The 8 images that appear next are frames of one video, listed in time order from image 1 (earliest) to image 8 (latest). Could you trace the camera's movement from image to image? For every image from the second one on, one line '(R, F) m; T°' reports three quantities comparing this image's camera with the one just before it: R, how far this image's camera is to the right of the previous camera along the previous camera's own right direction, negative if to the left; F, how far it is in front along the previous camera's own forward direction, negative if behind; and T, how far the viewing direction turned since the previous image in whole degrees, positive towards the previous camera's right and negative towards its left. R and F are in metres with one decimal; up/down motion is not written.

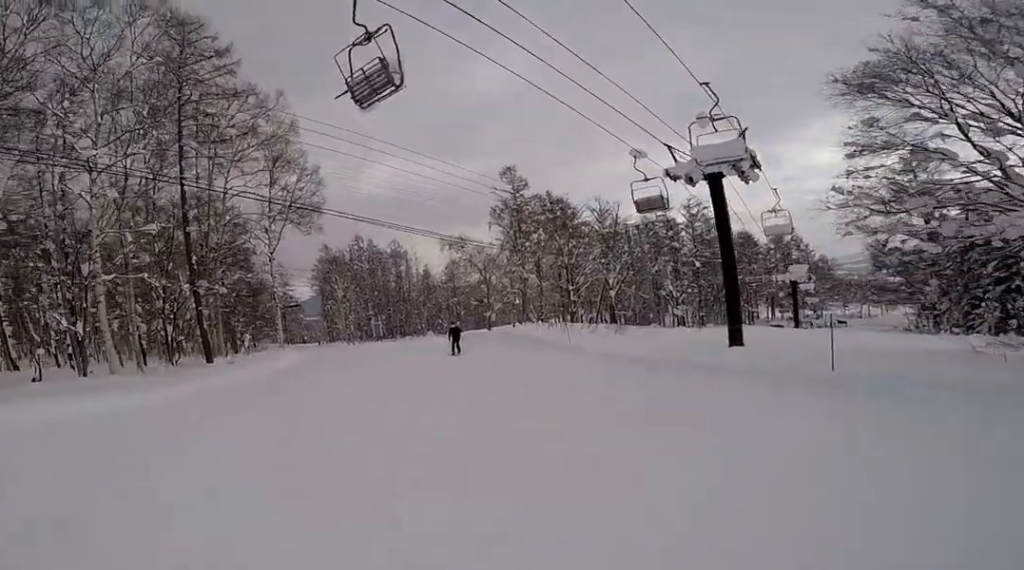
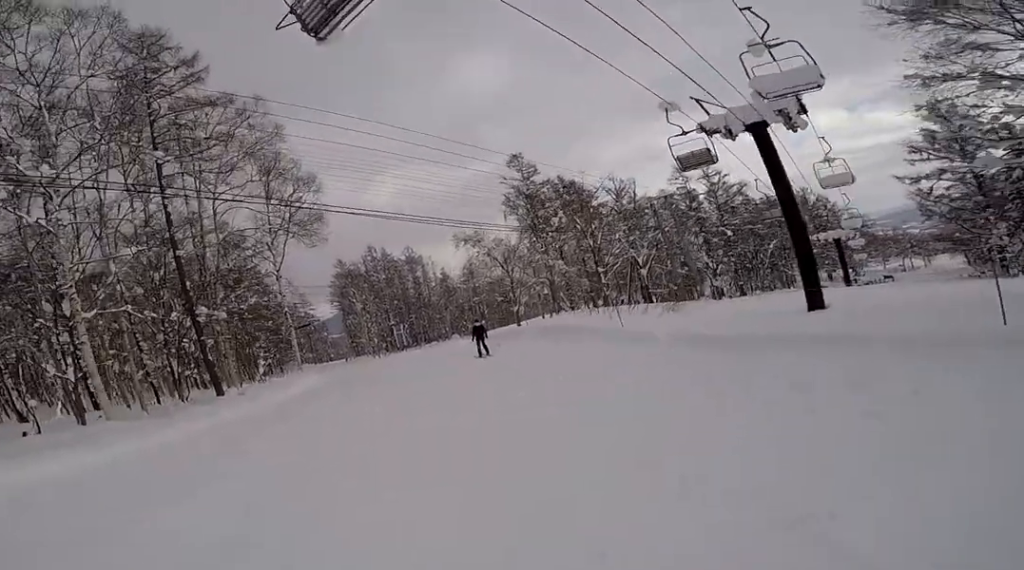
(0.0, +2.5) m; 0°
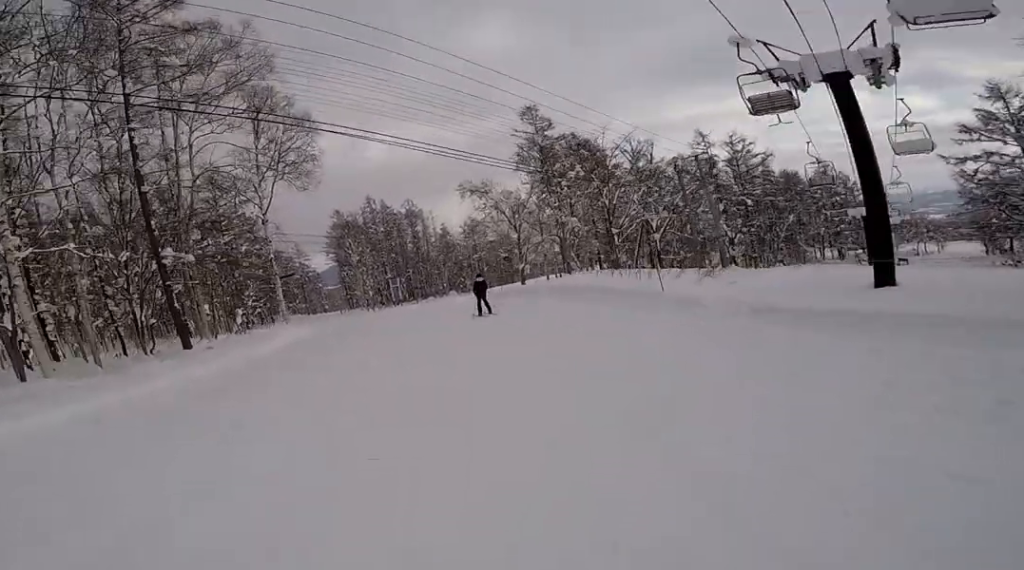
(0.0, +2.5) m; 0°
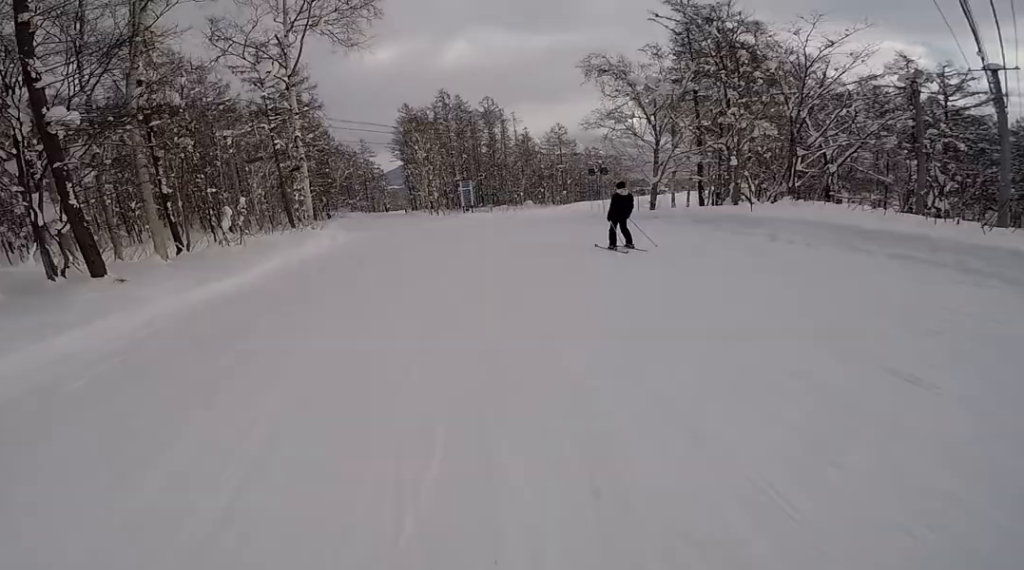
(0.0, +9.1) m; 0°
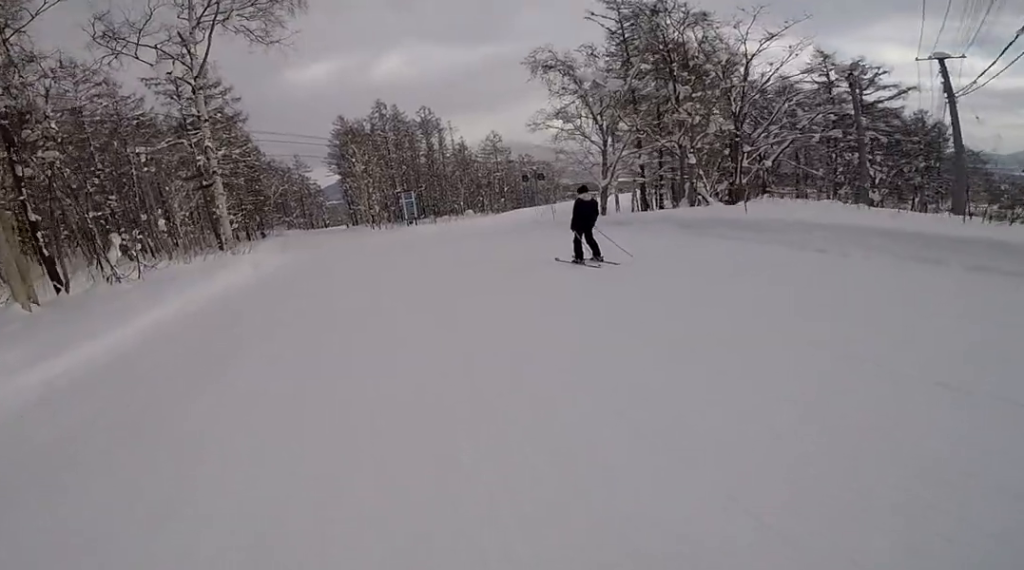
(0.0, +2.7) m; 0°
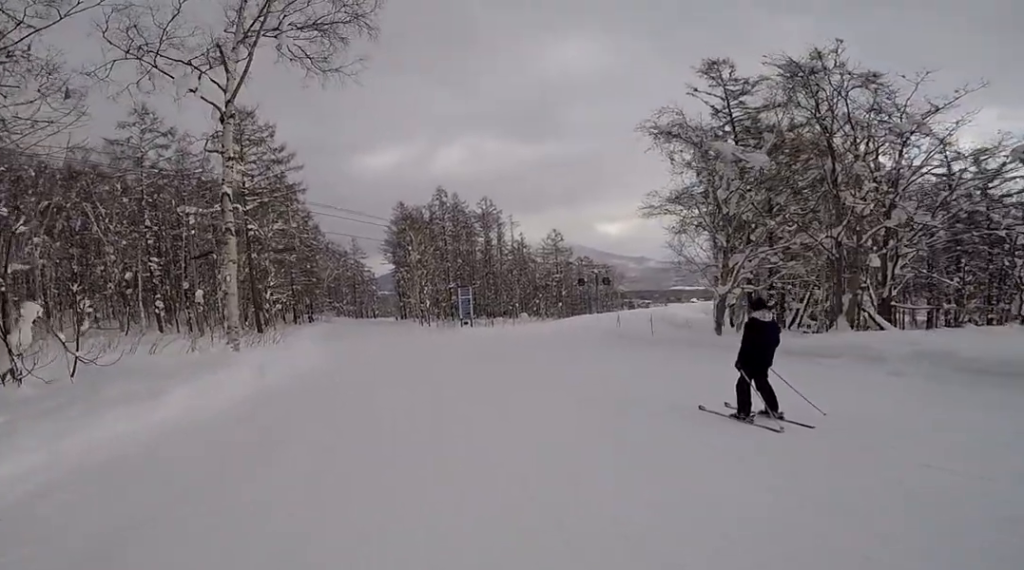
(0.0, +5.7) m; 0°
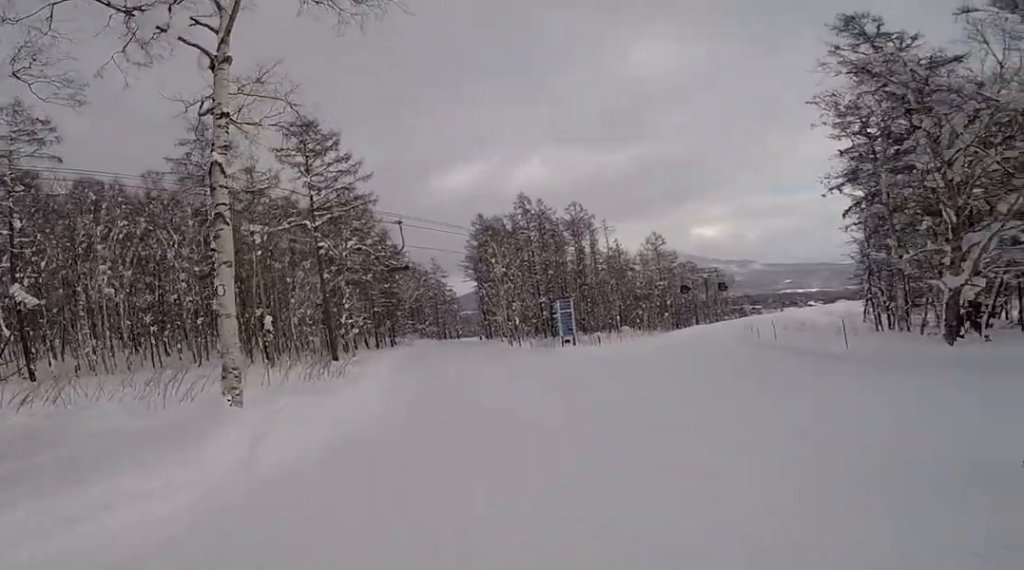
(0.0, +5.9) m; -1°
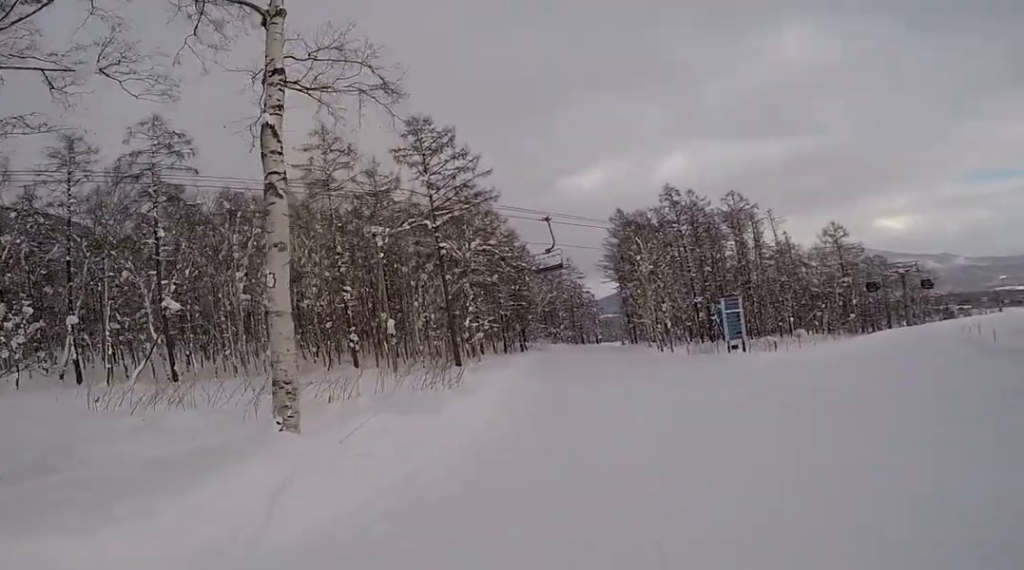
(-0.1, +3.0) m; -10°
